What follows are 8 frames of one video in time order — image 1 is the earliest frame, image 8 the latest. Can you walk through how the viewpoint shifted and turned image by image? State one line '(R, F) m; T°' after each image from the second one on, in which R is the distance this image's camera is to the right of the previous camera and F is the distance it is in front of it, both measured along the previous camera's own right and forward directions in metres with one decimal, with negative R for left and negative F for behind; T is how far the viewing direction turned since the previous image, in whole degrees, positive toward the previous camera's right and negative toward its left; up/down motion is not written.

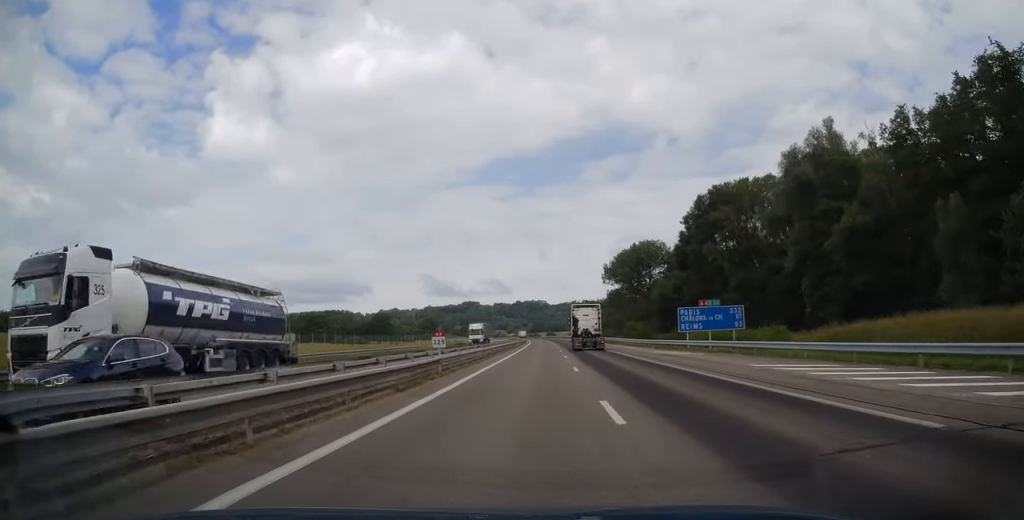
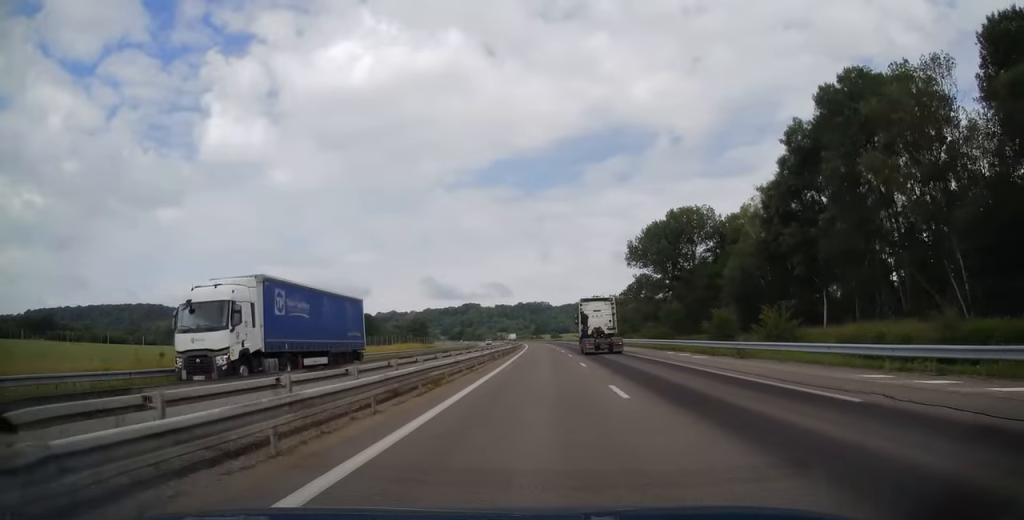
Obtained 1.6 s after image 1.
(0.0, +48.2) m; 0°
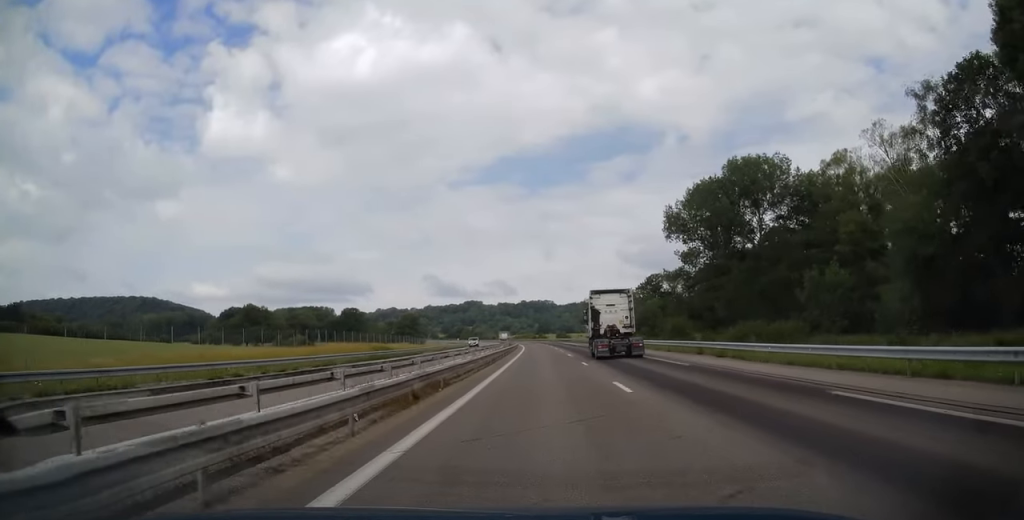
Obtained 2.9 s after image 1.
(-0.3, +38.0) m; -1°
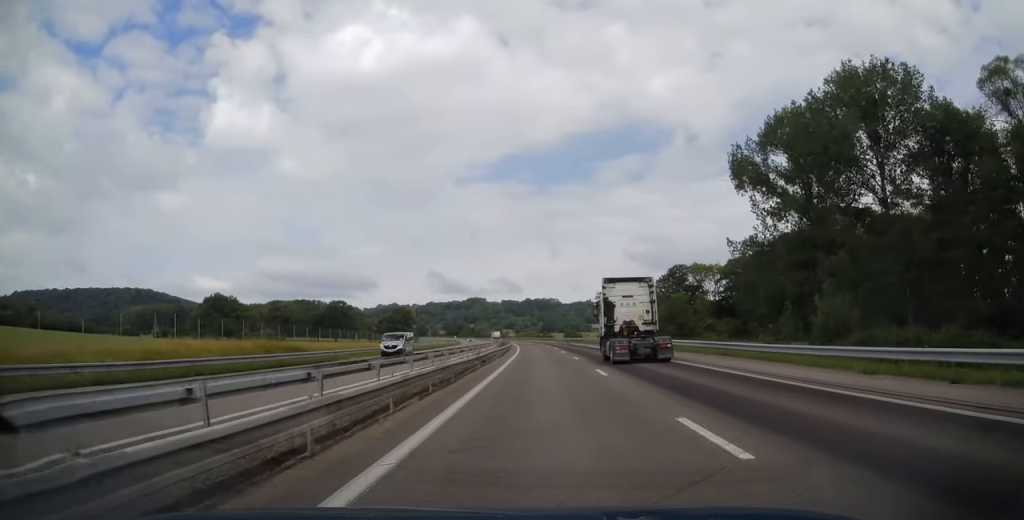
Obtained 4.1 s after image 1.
(-0.4, +33.6) m; -1°
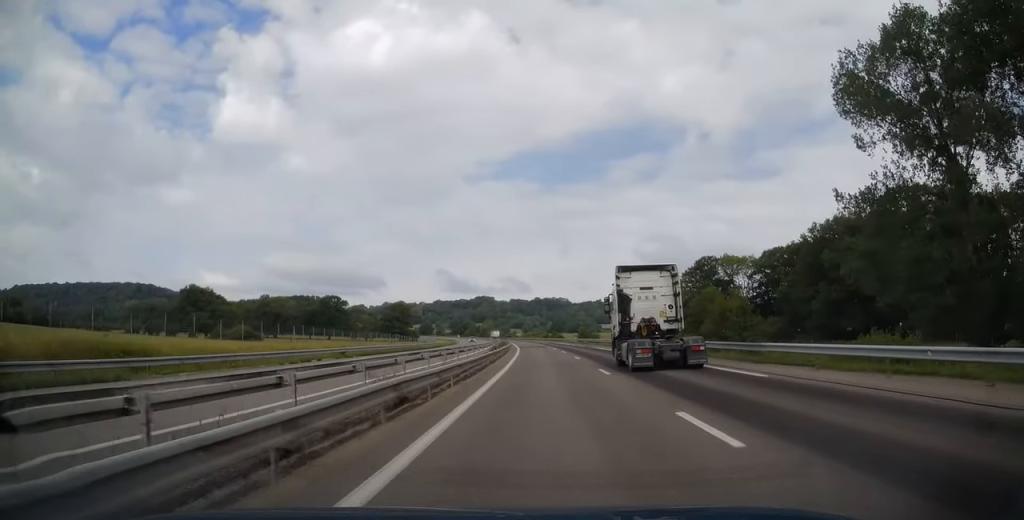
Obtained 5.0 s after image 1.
(-0.1, +25.4) m; 0°
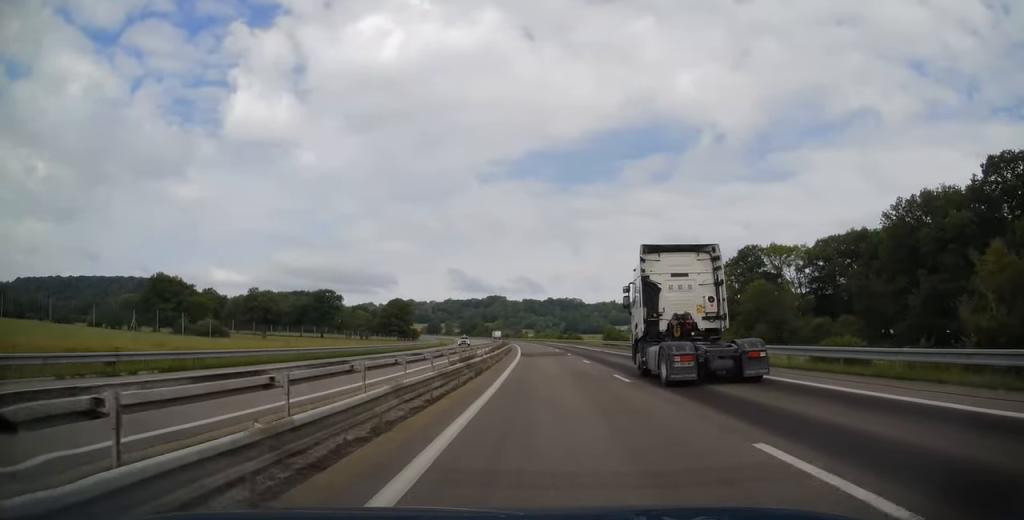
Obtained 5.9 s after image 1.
(-0.2, +28.9) m; -1°
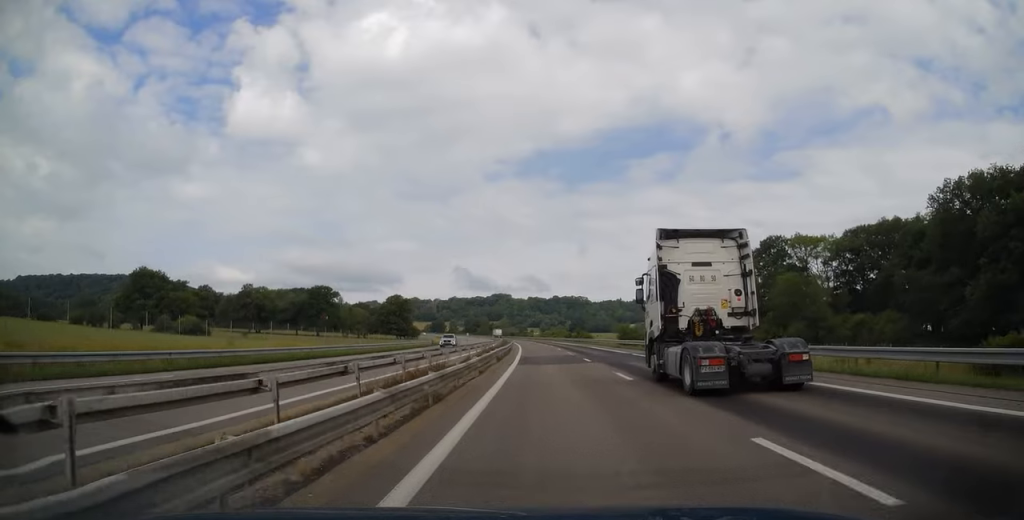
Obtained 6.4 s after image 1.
(-0.1, +12.7) m; -1°
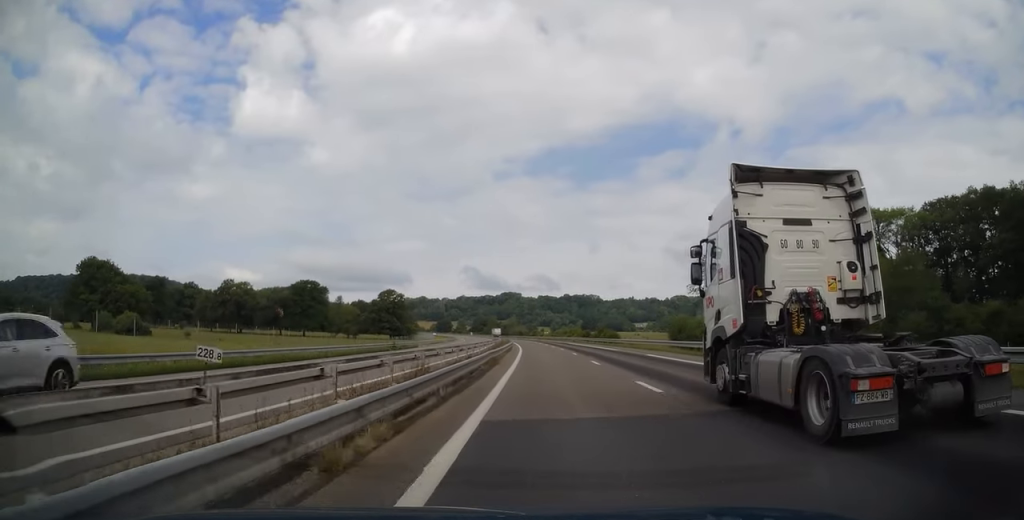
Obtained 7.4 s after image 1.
(-0.4, +29.7) m; -2°
